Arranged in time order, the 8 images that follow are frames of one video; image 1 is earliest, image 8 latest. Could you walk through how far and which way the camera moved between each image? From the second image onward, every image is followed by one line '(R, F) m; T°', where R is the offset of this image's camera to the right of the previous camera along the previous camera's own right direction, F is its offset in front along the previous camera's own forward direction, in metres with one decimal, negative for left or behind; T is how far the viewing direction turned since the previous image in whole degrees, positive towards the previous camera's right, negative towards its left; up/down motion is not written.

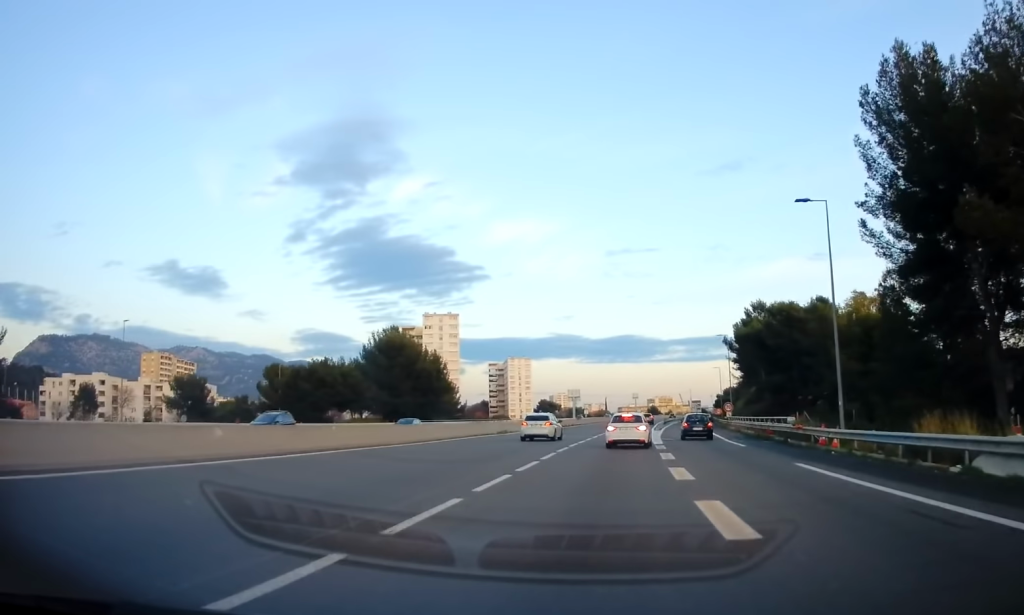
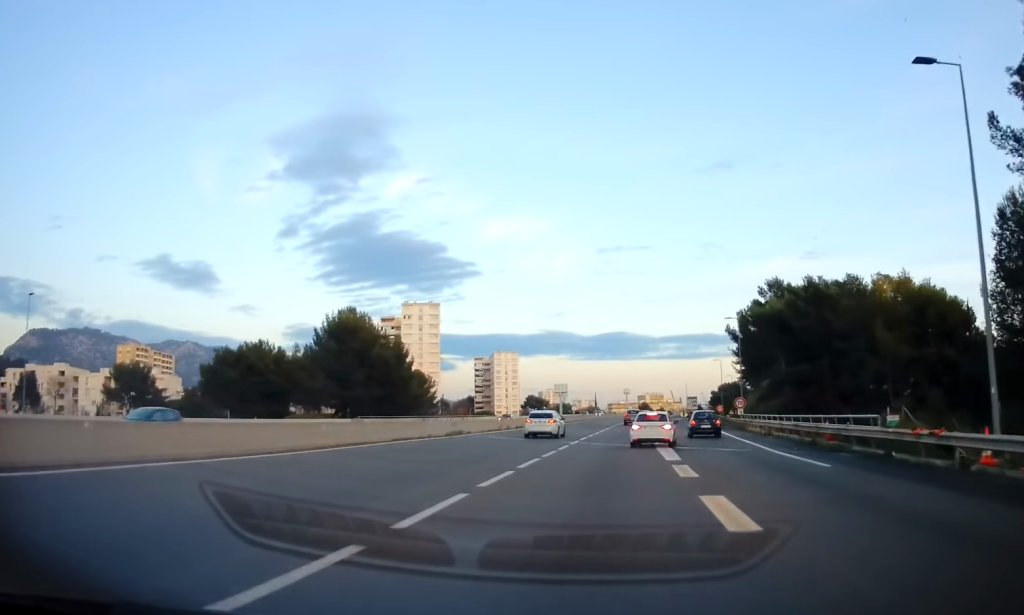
(+0.2, +12.9) m; +1°
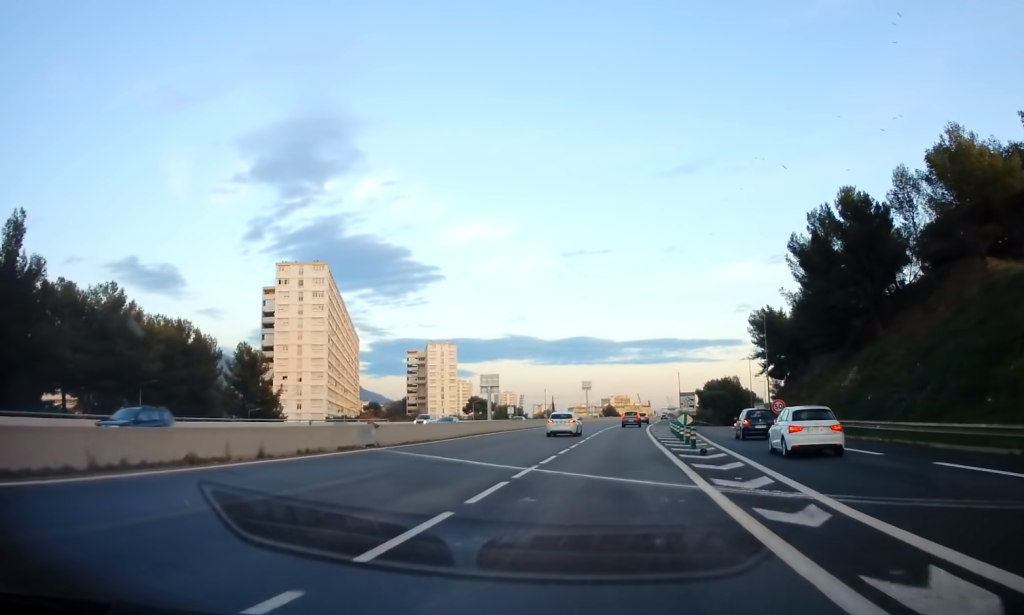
(+0.9, +60.1) m; +1°
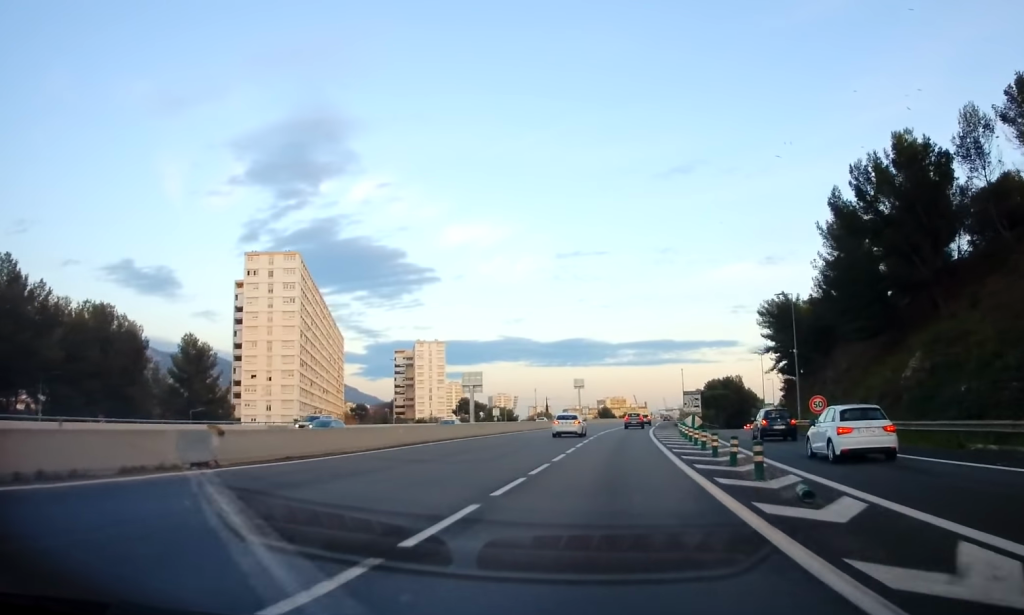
(0.0, +11.9) m; +1°
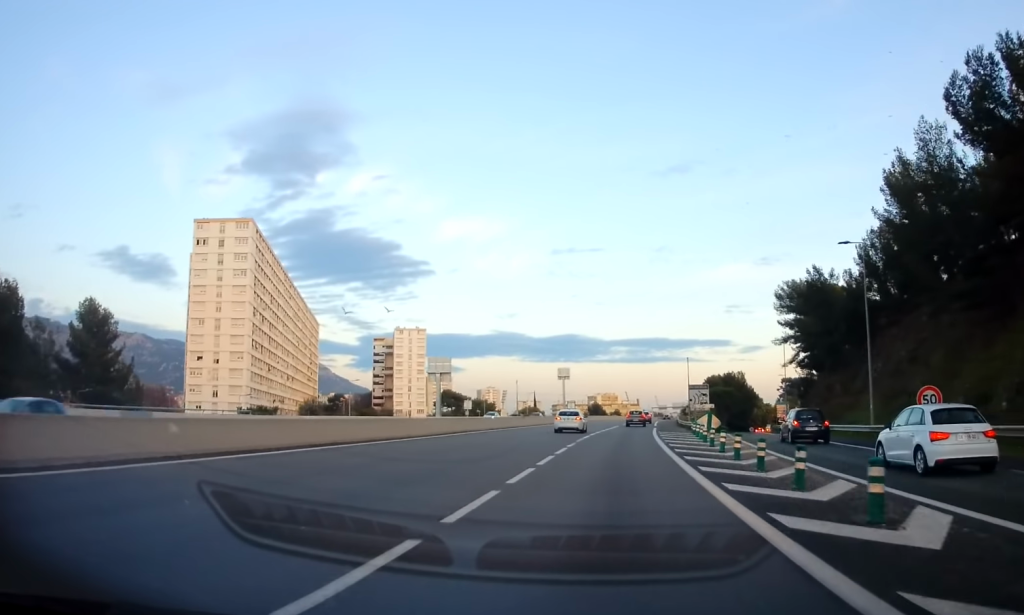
(+0.3, +16.9) m; +1°
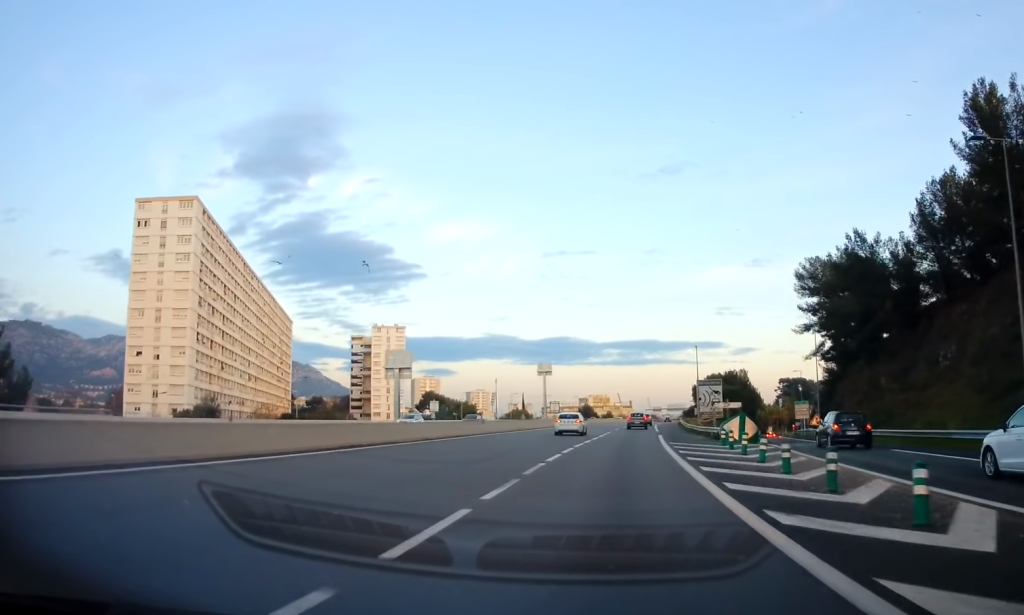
(+0.1, +15.6) m; +1°
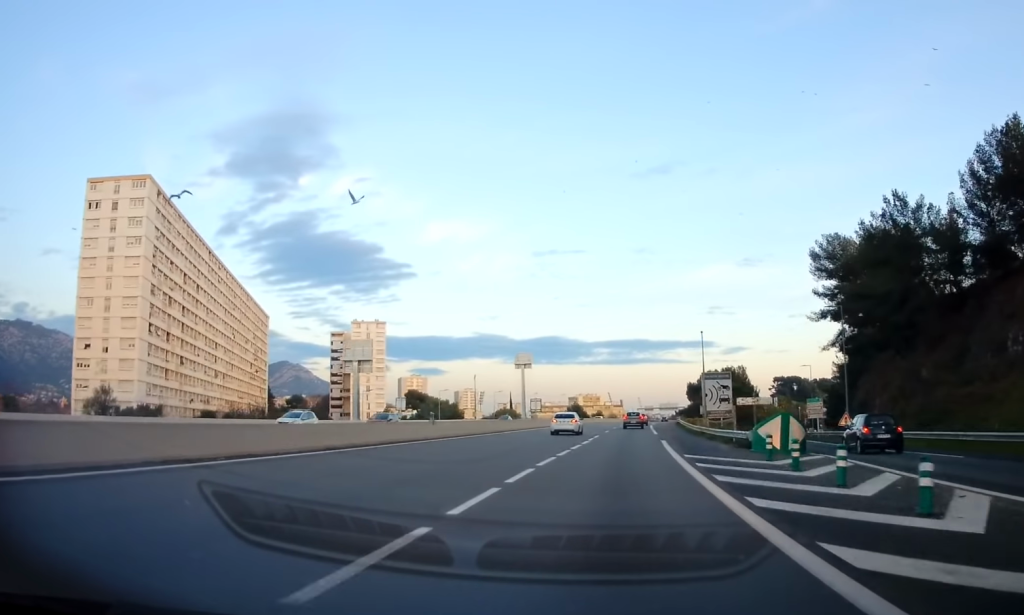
(-0.1, +10.6) m; +1°
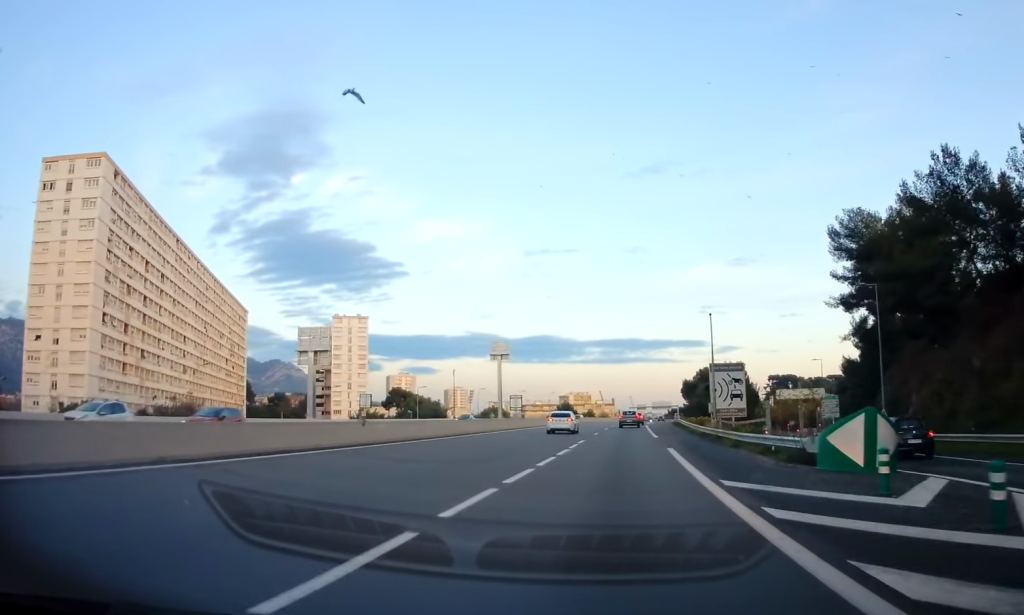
(+0.1, +9.2) m; +1°
